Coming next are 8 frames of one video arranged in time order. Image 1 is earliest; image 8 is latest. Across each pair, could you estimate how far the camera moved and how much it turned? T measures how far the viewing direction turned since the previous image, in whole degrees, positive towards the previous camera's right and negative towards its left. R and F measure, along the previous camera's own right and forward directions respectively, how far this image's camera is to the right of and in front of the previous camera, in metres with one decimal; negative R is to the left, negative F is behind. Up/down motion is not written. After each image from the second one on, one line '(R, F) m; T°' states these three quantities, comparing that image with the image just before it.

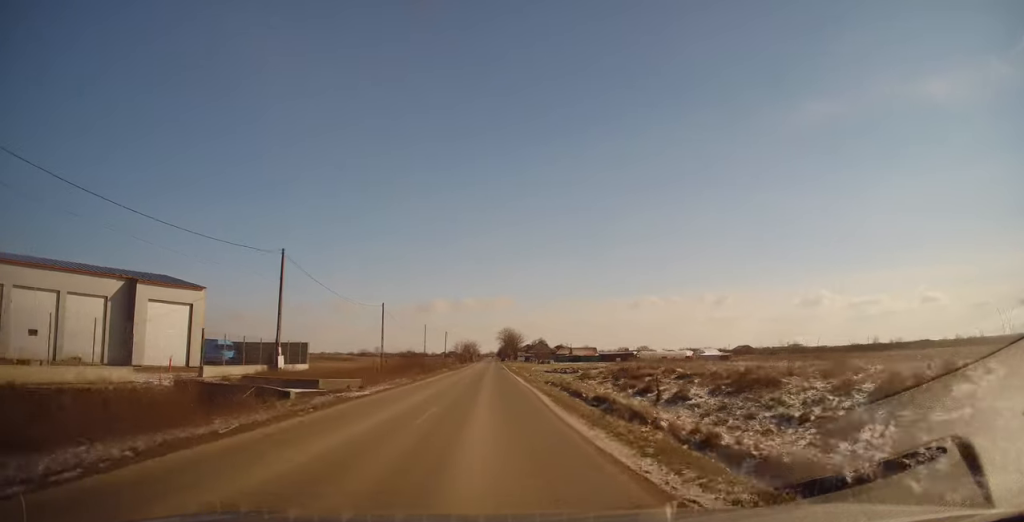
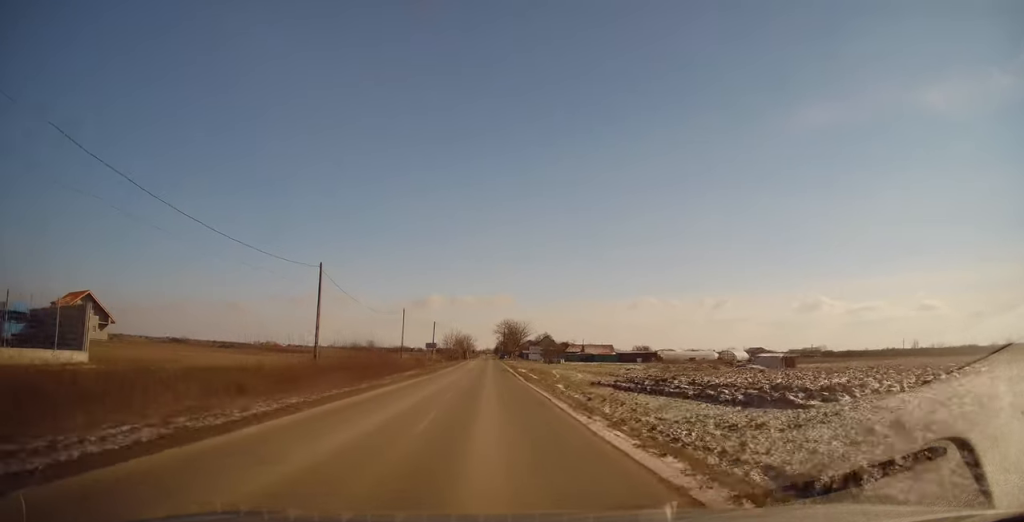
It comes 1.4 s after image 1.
(-0.3, +25.8) m; 0°
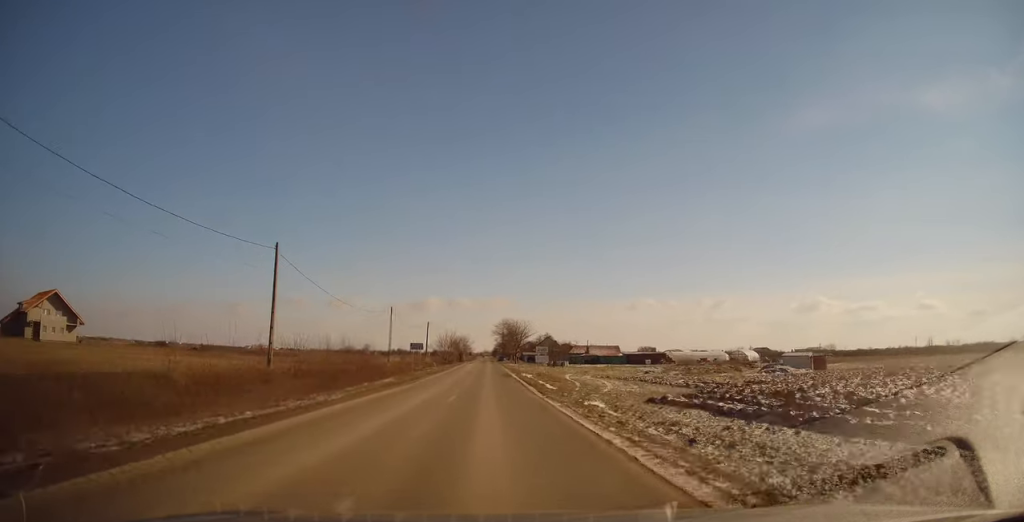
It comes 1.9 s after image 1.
(+0.3, +9.0) m; 0°
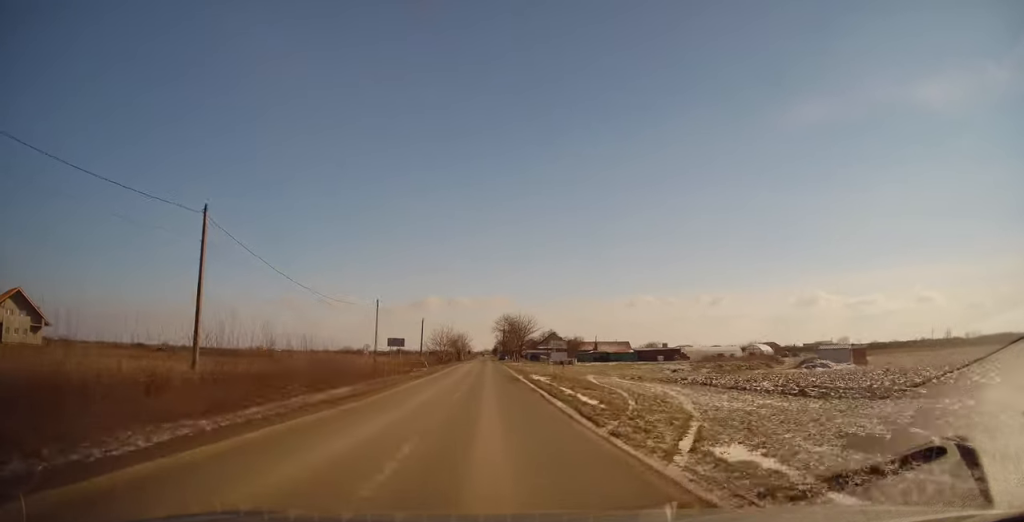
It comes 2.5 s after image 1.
(+0.1, +9.6) m; 0°
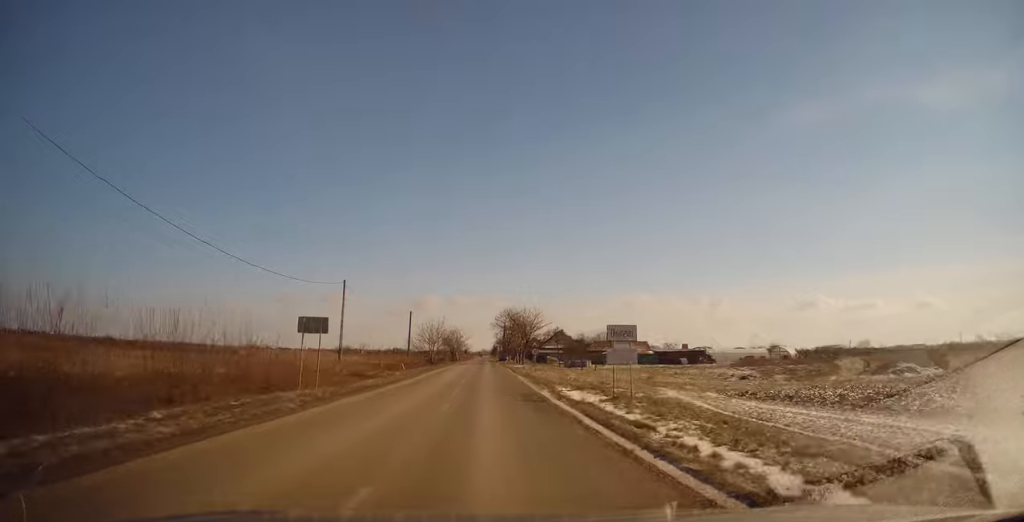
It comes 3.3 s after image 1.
(-0.5, +15.5) m; -1°
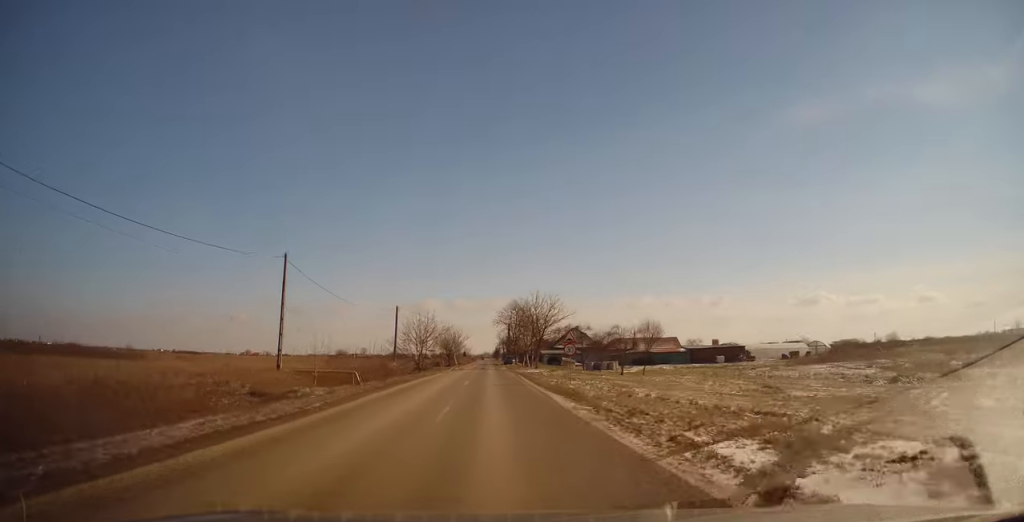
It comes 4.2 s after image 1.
(+0.1, +15.9) m; +2°
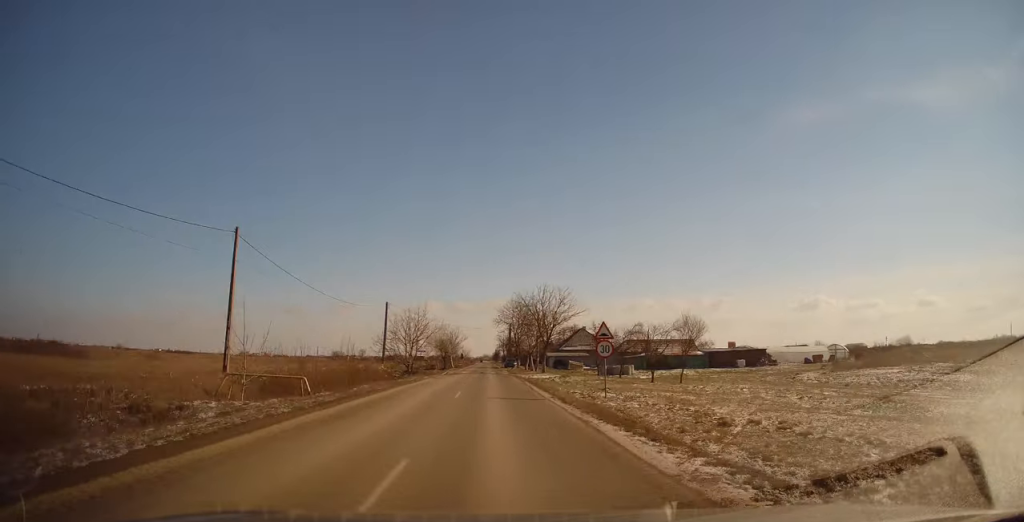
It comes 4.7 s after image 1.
(+0.2, +7.4) m; +1°
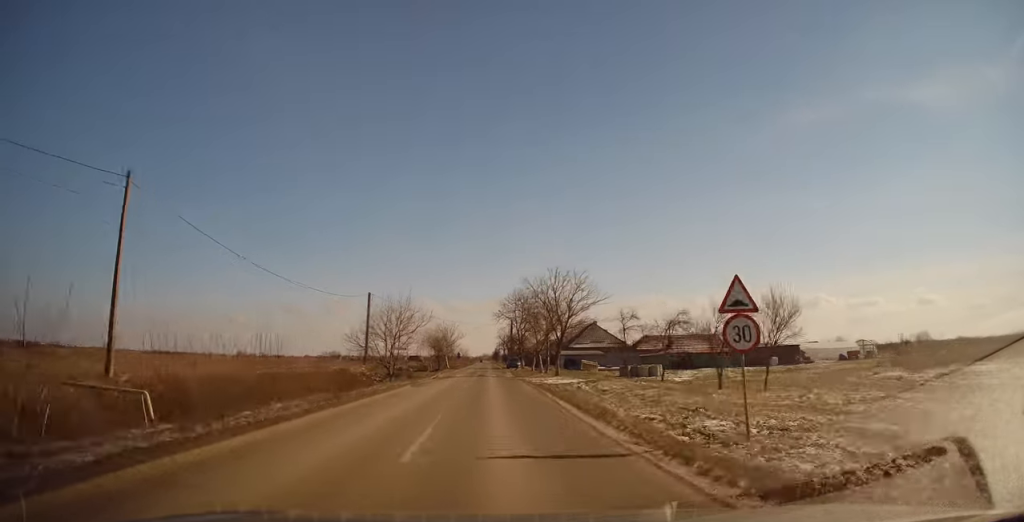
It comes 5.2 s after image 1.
(+0.2, +9.7) m; +1°
